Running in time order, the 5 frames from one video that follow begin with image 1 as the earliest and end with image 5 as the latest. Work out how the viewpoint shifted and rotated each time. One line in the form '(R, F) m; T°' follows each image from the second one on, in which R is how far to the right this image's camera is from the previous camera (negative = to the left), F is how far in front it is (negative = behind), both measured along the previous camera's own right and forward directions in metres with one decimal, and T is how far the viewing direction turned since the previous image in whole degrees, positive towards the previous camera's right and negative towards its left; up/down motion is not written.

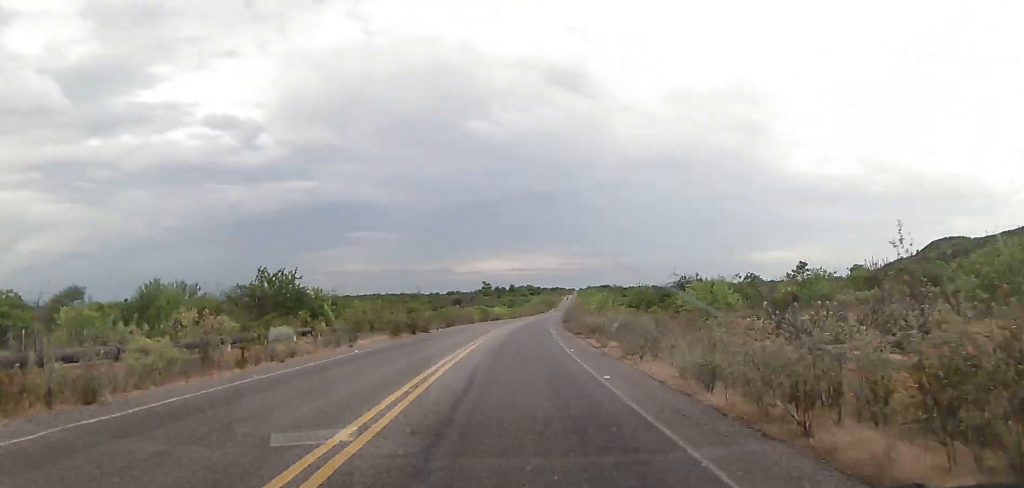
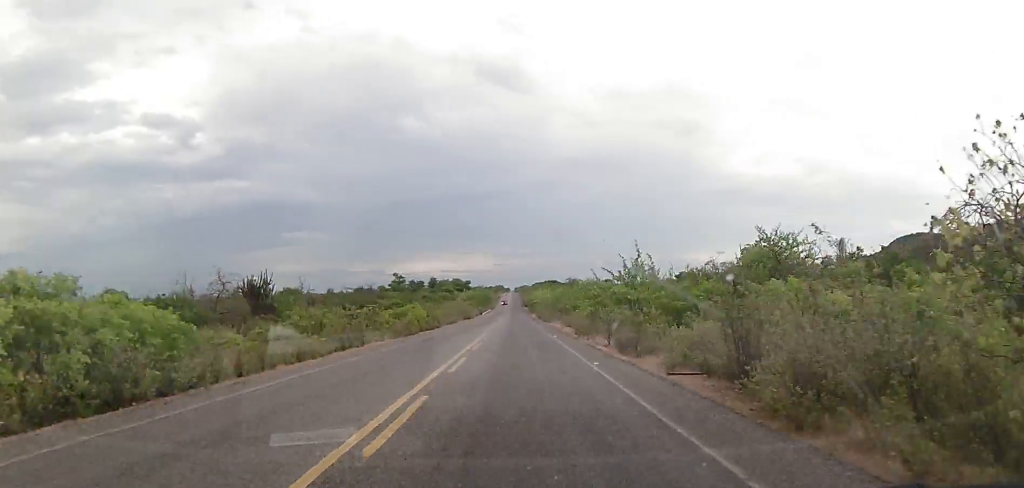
(+7.1, +102.2) m; +5°
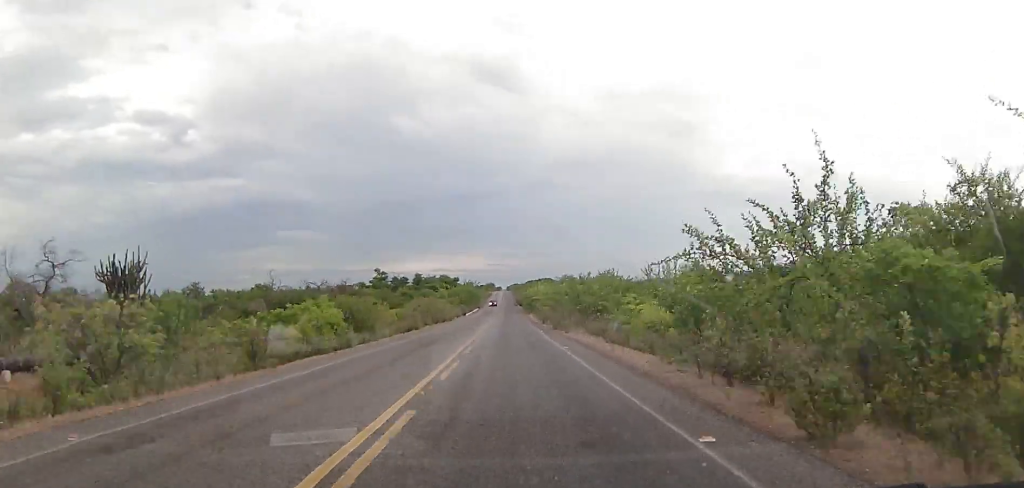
(+0.2, +24.5) m; +1°
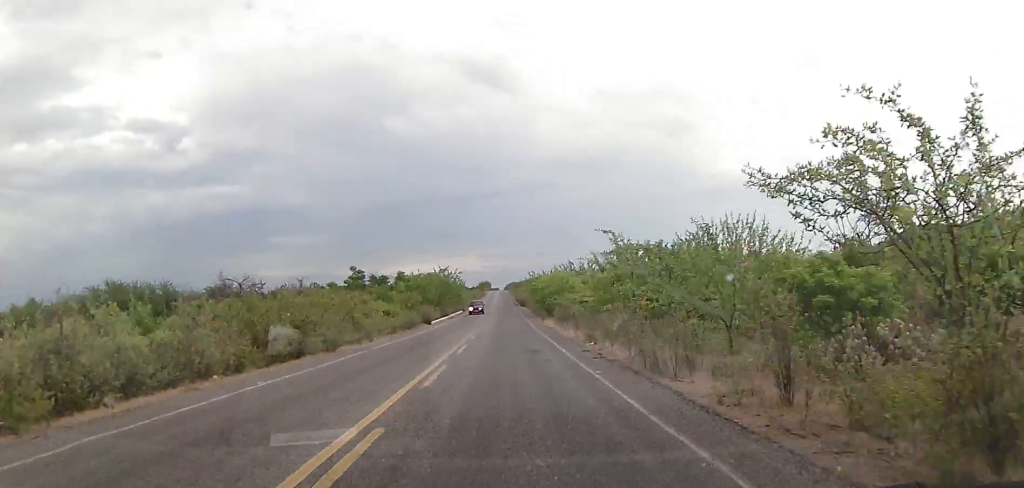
(+0.4, +39.9) m; +1°
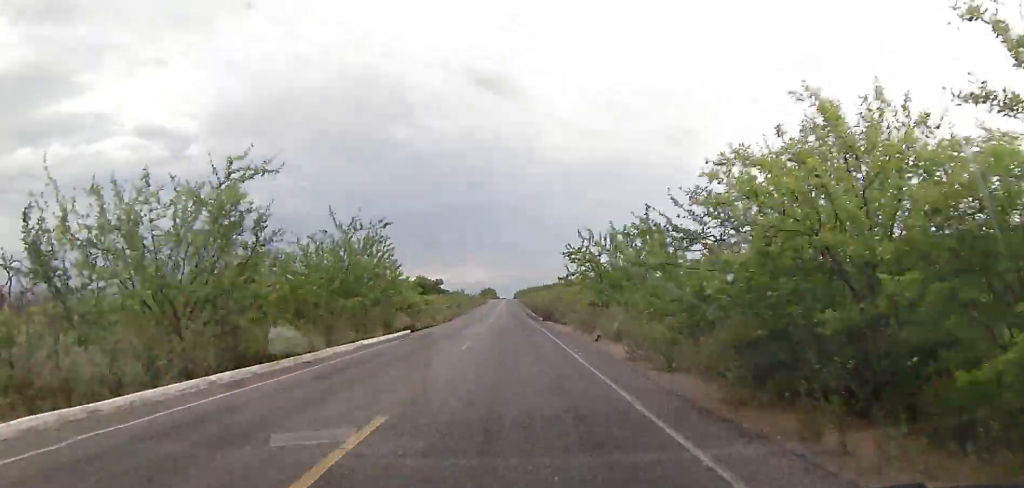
(+0.6, +51.7) m; 0°
